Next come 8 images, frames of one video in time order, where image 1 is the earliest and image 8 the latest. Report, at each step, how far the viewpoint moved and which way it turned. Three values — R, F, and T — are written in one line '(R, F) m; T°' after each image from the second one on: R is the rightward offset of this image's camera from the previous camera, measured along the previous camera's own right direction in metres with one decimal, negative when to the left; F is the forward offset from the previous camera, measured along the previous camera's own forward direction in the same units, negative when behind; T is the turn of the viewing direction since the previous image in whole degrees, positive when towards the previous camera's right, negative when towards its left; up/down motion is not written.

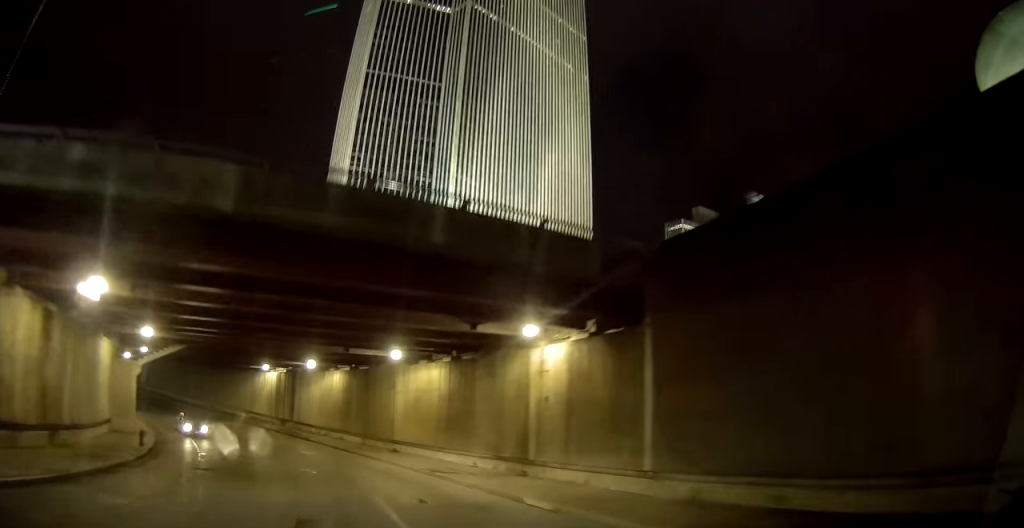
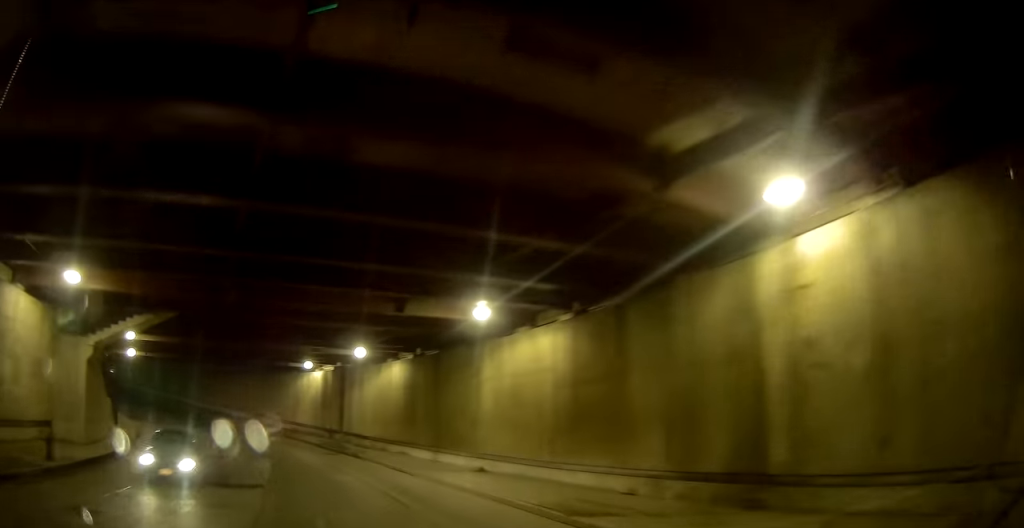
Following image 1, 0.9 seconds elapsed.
(-0.4, +12.6) m; -4°
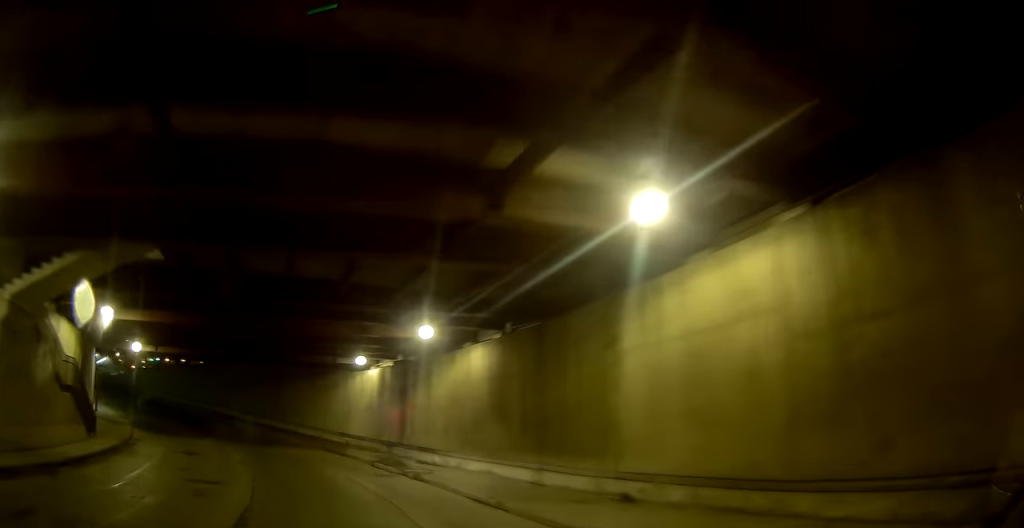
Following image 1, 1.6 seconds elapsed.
(-0.2, +9.8) m; -4°
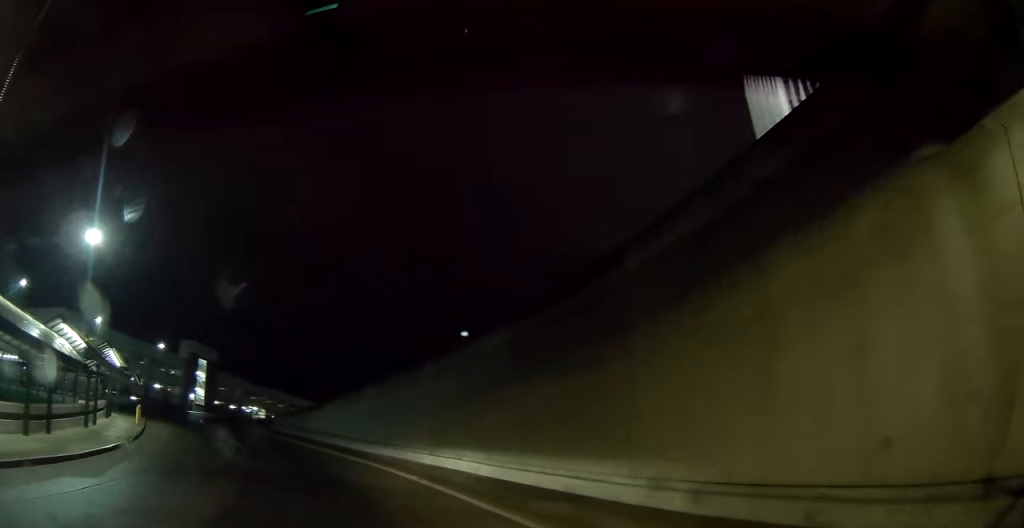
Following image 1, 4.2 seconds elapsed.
(-14.2, +29.6) m; -48°
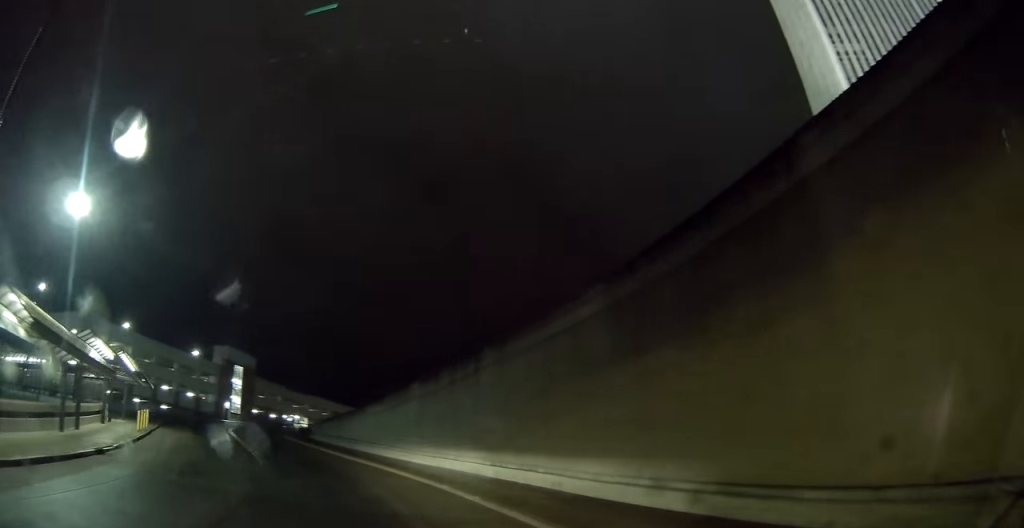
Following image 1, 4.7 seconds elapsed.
(-0.6, +6.2) m; -3°
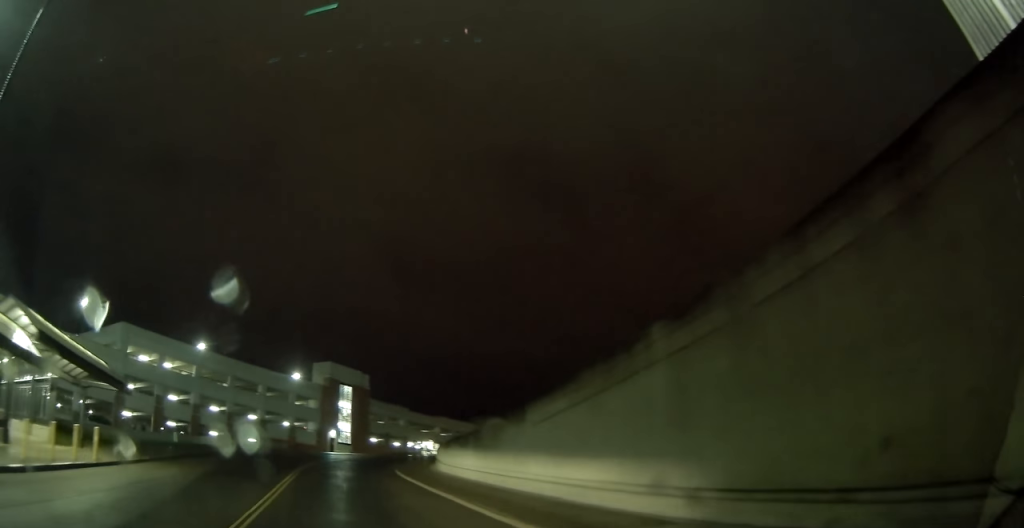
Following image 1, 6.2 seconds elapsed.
(-0.4, +20.2) m; -6°
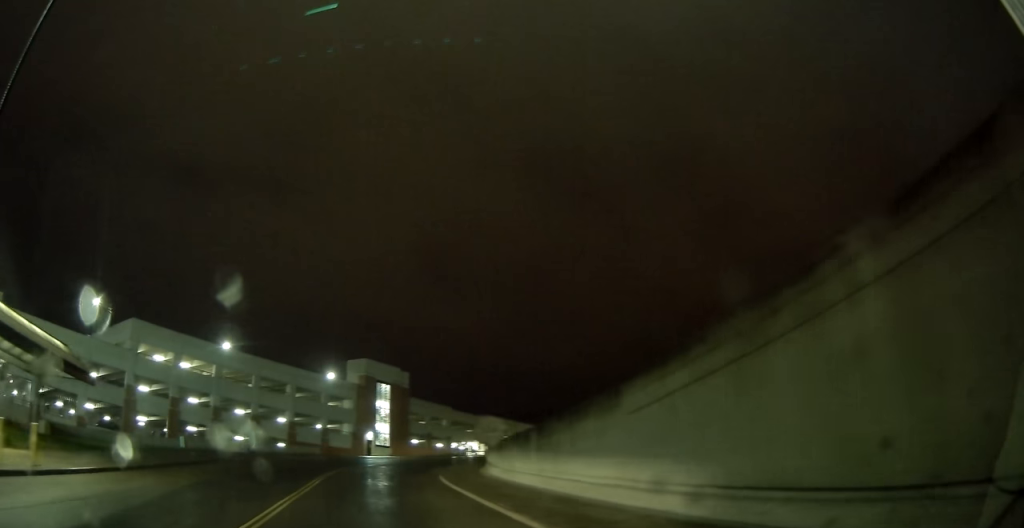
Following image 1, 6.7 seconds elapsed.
(-0.2, +6.4) m; -3°
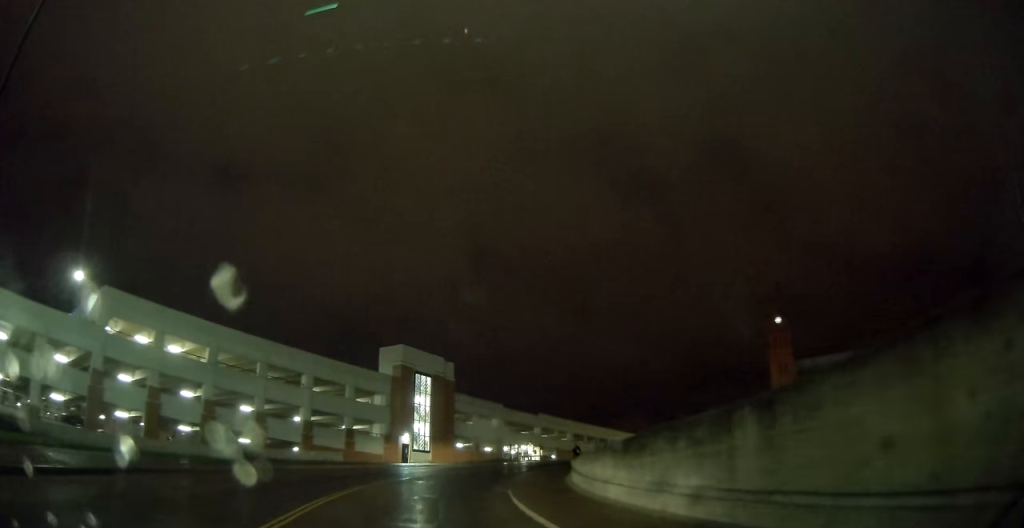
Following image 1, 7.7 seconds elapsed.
(-0.4, +14.8) m; -2°
